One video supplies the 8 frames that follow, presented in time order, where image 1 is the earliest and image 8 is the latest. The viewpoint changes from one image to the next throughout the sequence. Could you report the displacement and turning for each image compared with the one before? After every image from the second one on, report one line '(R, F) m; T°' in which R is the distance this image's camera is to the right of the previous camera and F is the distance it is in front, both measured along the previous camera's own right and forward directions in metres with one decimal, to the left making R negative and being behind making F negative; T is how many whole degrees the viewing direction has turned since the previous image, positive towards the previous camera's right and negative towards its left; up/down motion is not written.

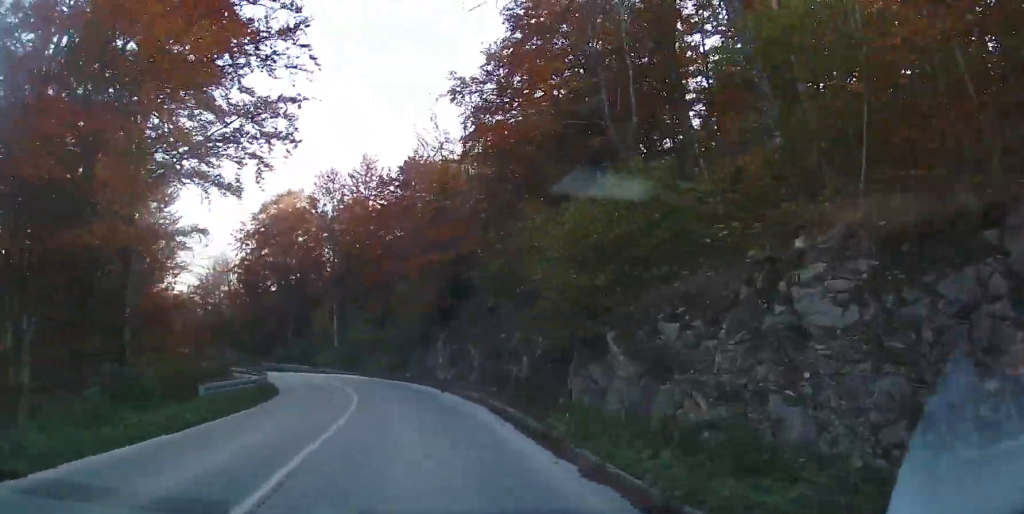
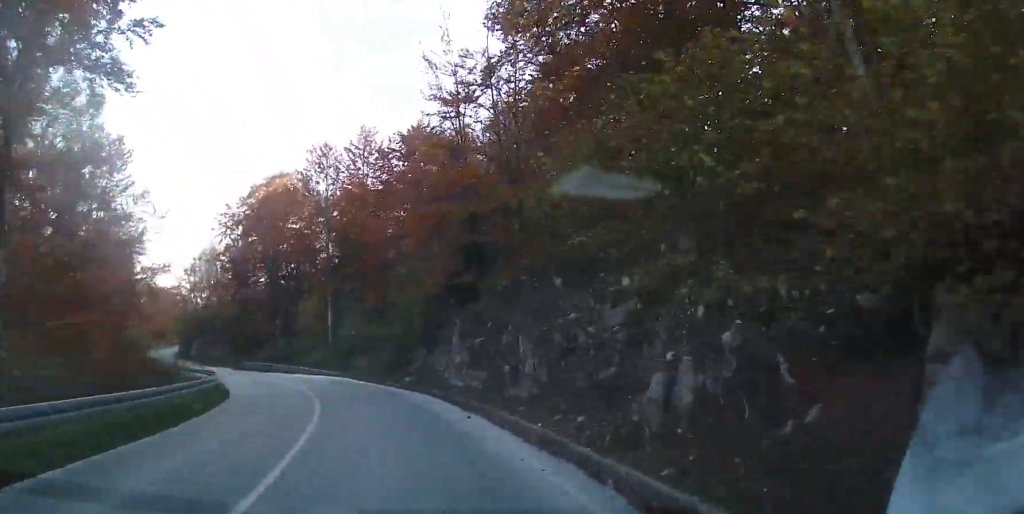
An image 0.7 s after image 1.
(+0.2, +9.6) m; 0°
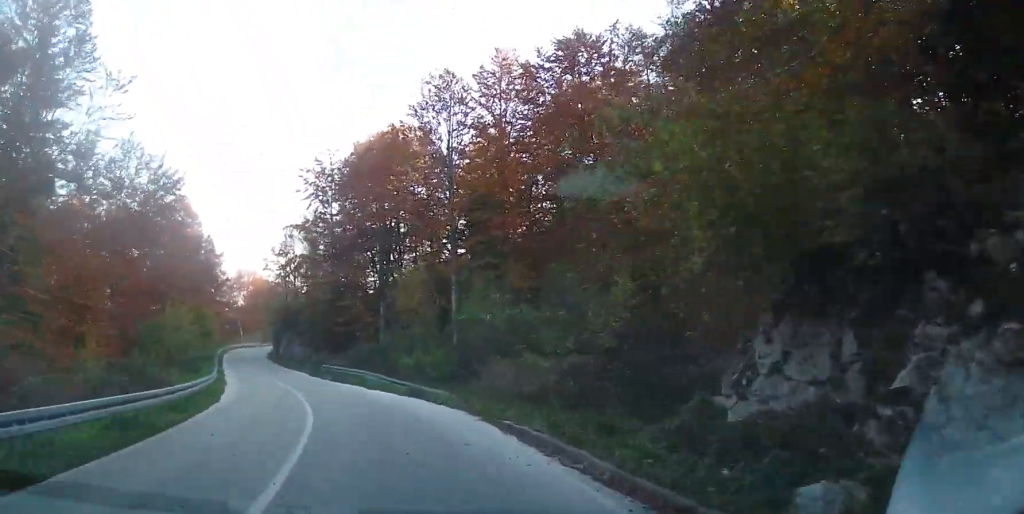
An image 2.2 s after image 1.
(-0.9, +21.3) m; -9°
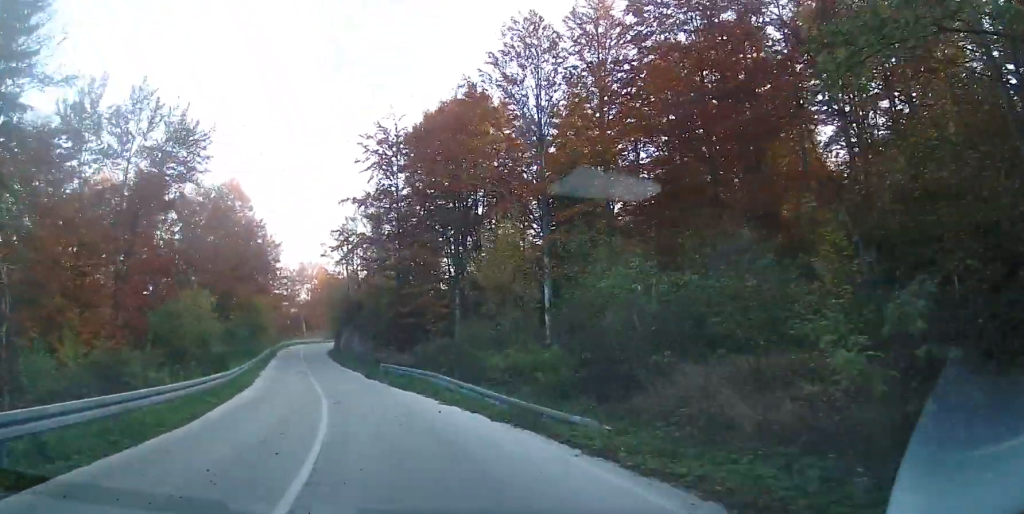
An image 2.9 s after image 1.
(-0.6, +9.8) m; -5°
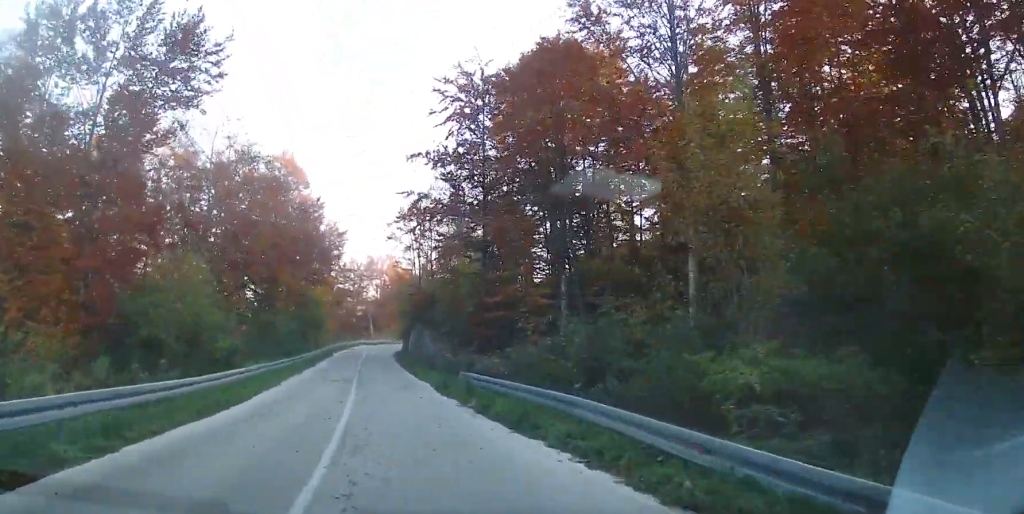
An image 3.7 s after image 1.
(-0.6, +12.2) m; -5°
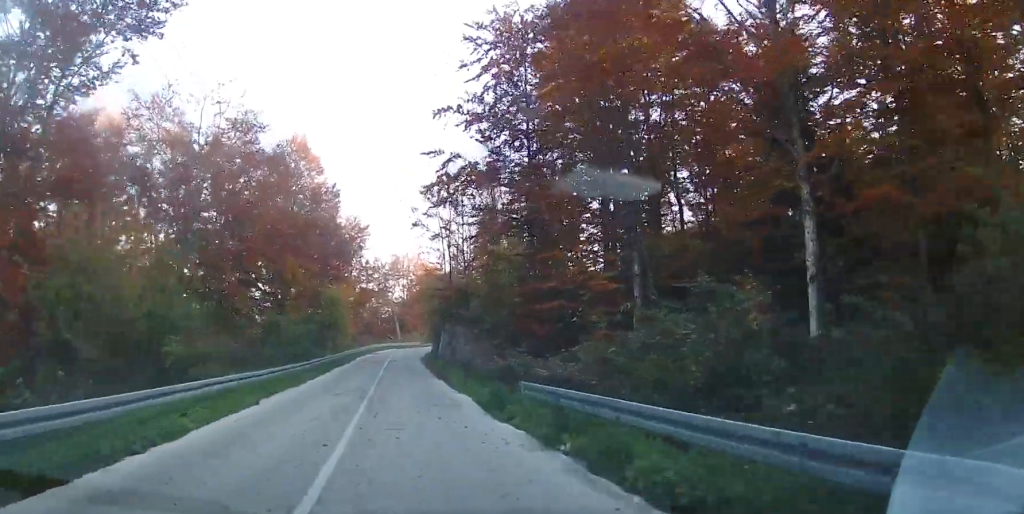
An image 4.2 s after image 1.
(0.0, +7.8) m; -3°
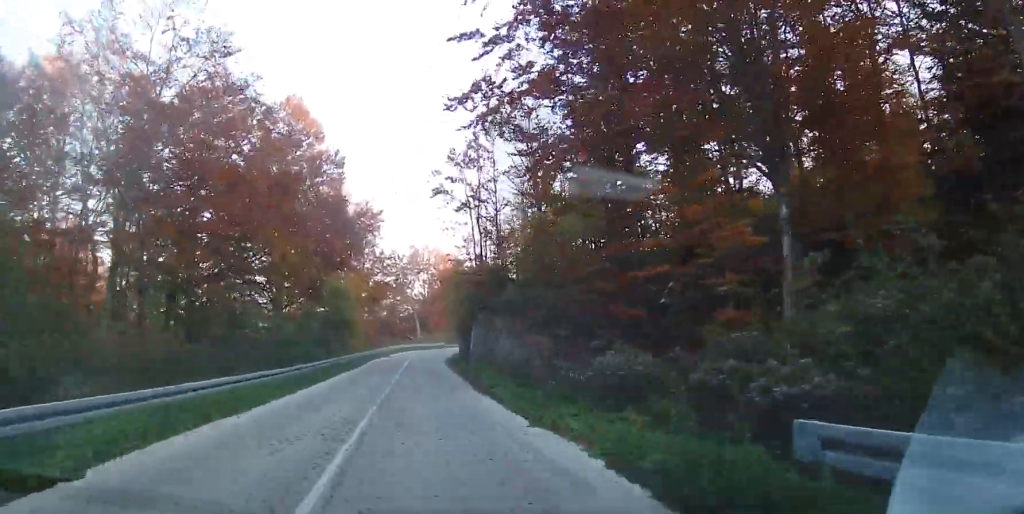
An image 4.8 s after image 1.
(-0.6, +10.7) m; -3°
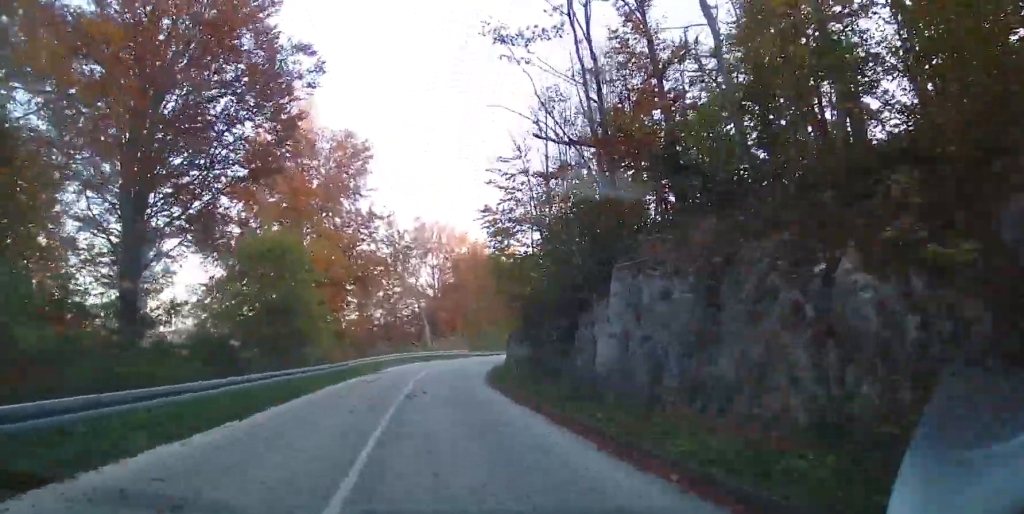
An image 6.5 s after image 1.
(-0.7, +27.5) m; -1°
